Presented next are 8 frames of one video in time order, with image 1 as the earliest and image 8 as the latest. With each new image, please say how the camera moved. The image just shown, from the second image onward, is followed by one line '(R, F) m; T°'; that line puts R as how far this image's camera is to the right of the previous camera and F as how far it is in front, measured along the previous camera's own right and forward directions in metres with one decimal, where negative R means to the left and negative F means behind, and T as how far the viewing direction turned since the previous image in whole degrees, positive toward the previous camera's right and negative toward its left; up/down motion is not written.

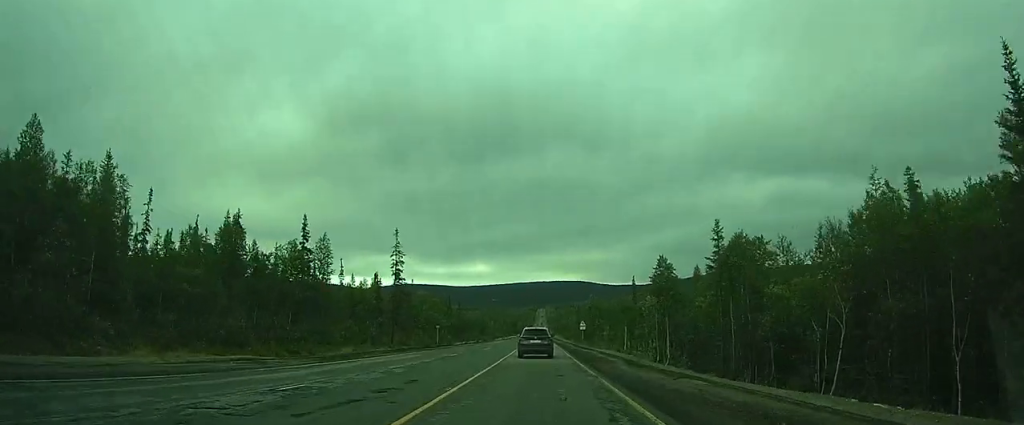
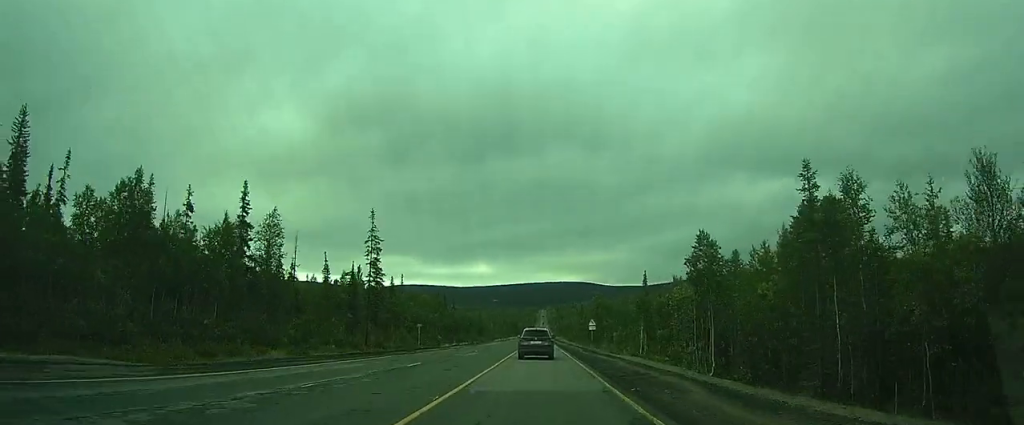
(0.0, +13.1) m; 0°
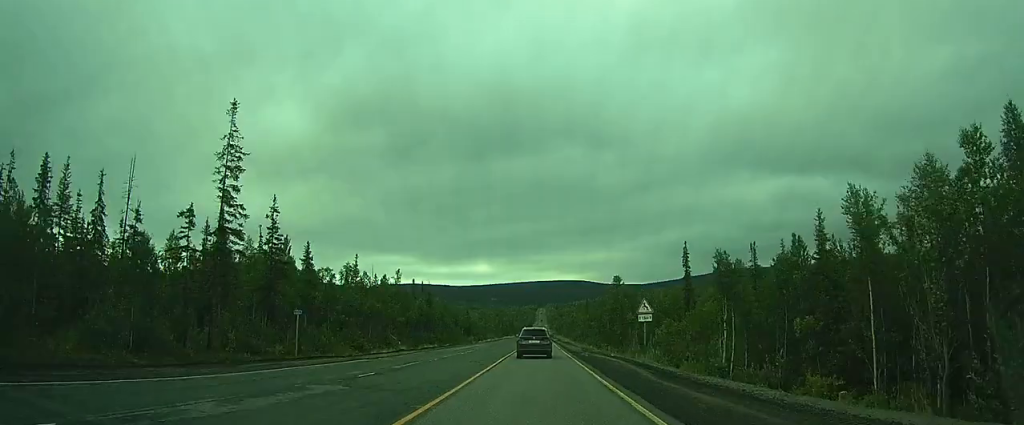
(-0.1, +33.2) m; 0°
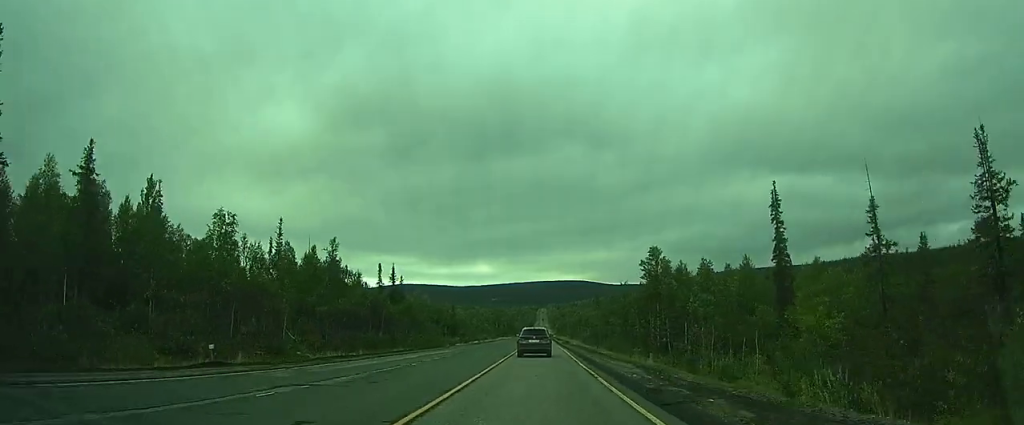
(-0.1, +29.5) m; 0°
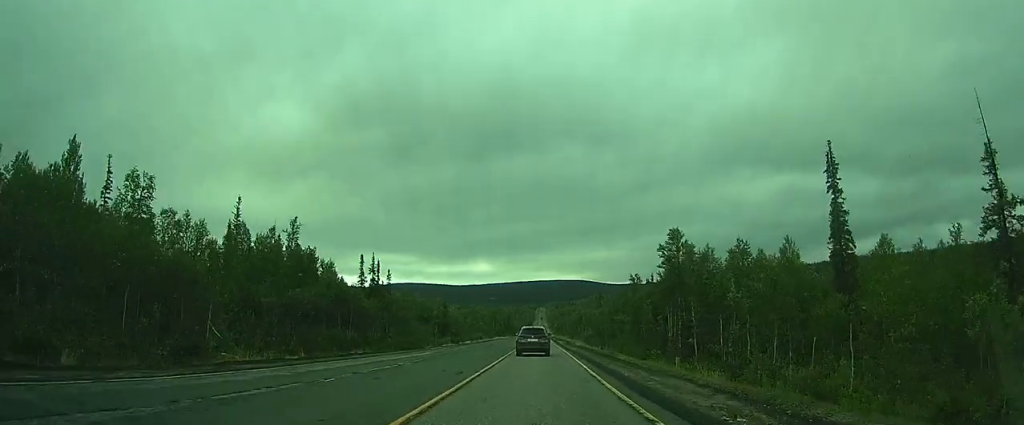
(-0.1, +9.6) m; 0°
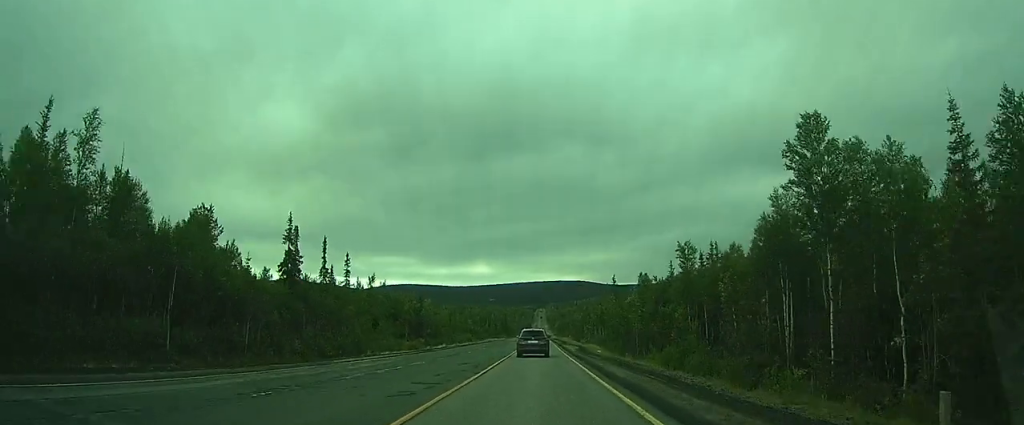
(+0.1, +25.5) m; 0°
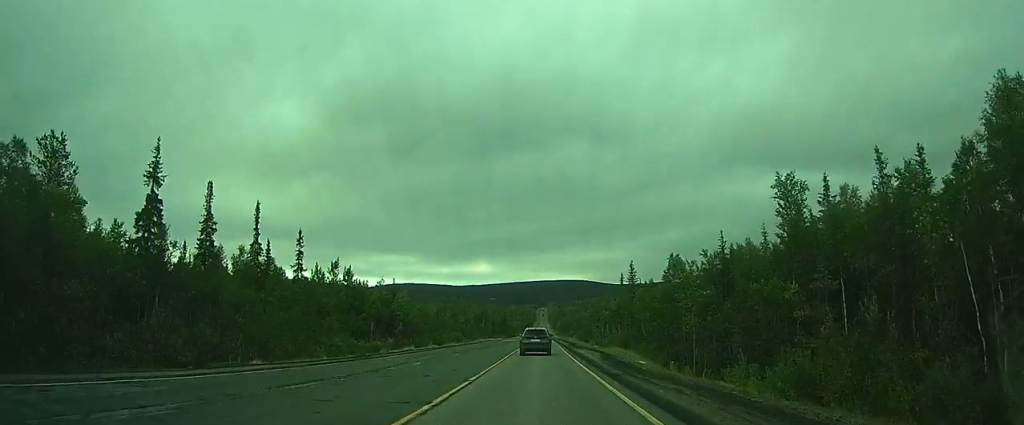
(-0.1, +19.0) m; -1°
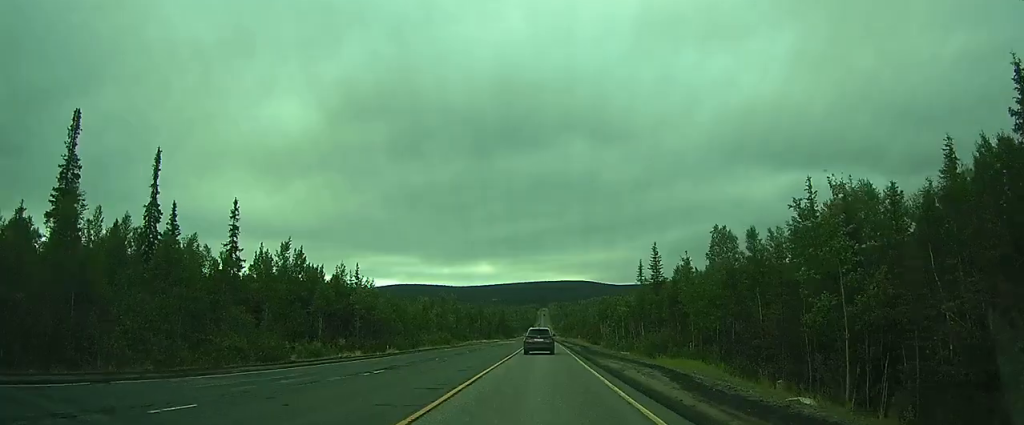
(0.0, +16.8) m; 0°
